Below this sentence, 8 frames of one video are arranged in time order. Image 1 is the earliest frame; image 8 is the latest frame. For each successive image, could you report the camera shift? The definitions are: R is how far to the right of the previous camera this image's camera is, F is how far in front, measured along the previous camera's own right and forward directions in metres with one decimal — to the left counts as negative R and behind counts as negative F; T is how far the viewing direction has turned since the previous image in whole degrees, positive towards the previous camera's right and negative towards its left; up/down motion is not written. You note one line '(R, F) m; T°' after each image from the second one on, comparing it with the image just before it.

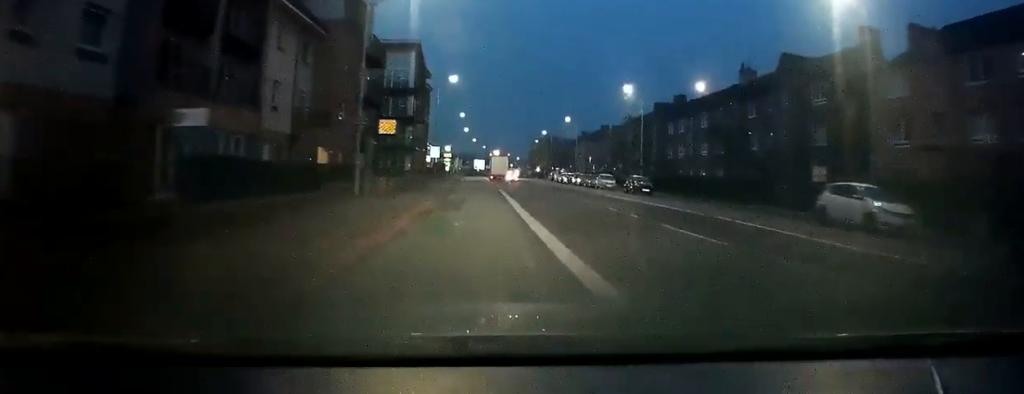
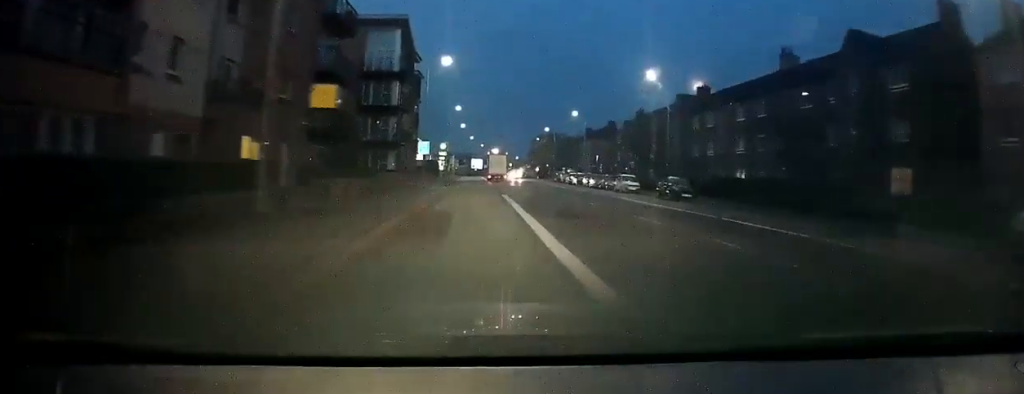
(0.0, +9.2) m; 0°
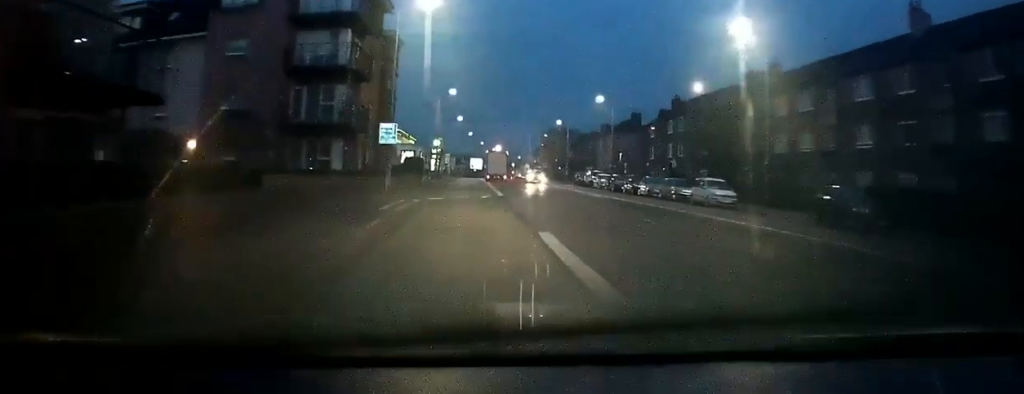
(+0.3, +18.2) m; +2°
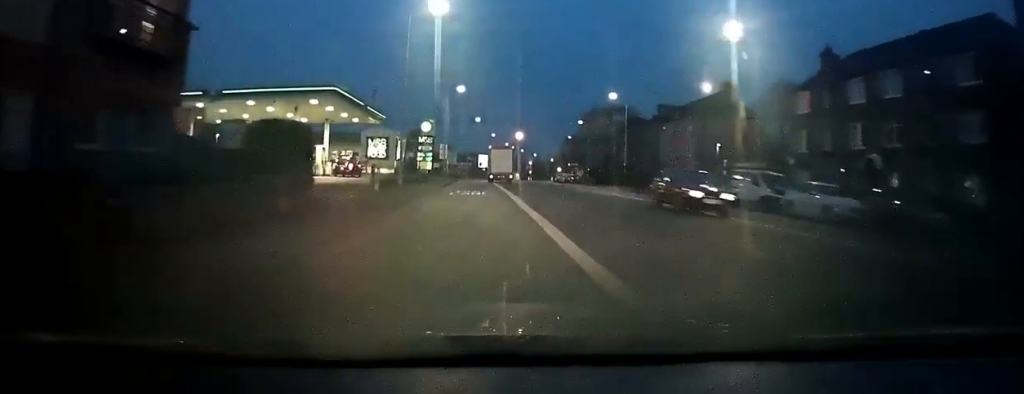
(+0.5, +35.1) m; +1°
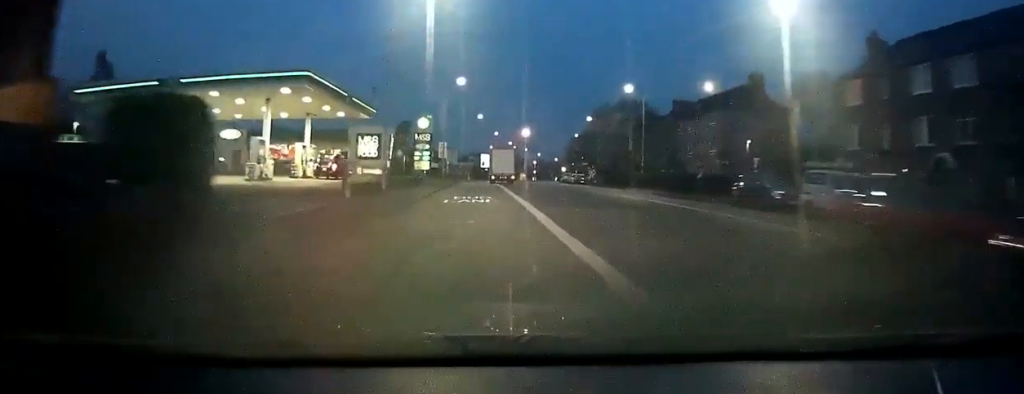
(0.0, +6.2) m; -1°
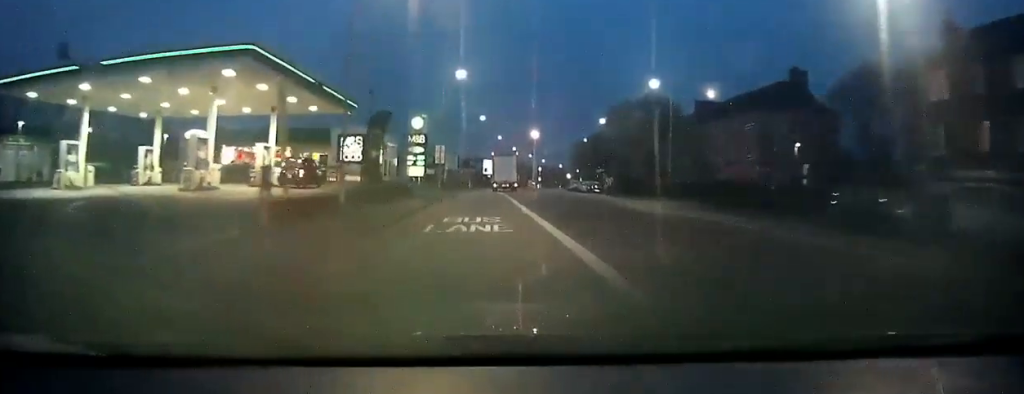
(0.0, +8.0) m; -1°
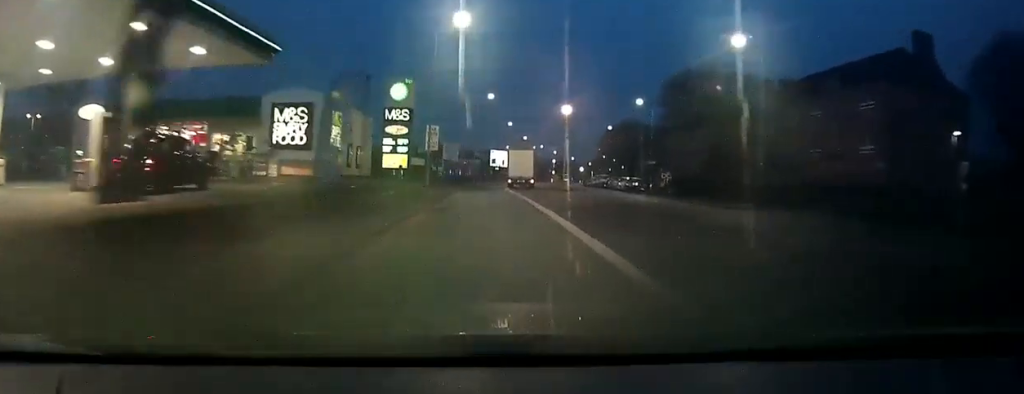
(-0.2, +16.9) m; -1°
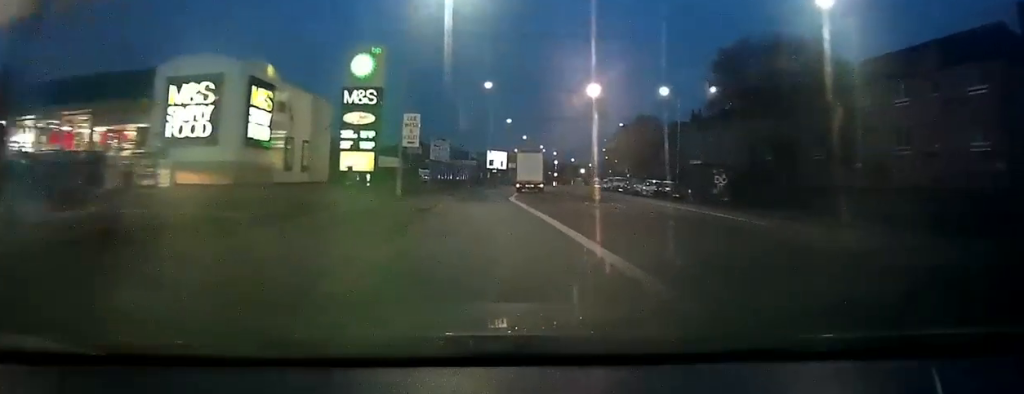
(+0.1, +11.2) m; -1°
